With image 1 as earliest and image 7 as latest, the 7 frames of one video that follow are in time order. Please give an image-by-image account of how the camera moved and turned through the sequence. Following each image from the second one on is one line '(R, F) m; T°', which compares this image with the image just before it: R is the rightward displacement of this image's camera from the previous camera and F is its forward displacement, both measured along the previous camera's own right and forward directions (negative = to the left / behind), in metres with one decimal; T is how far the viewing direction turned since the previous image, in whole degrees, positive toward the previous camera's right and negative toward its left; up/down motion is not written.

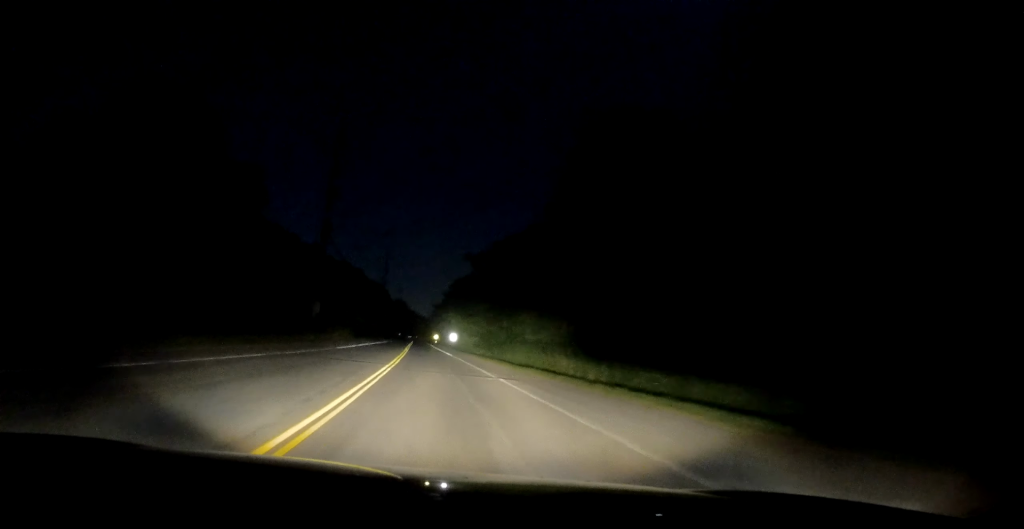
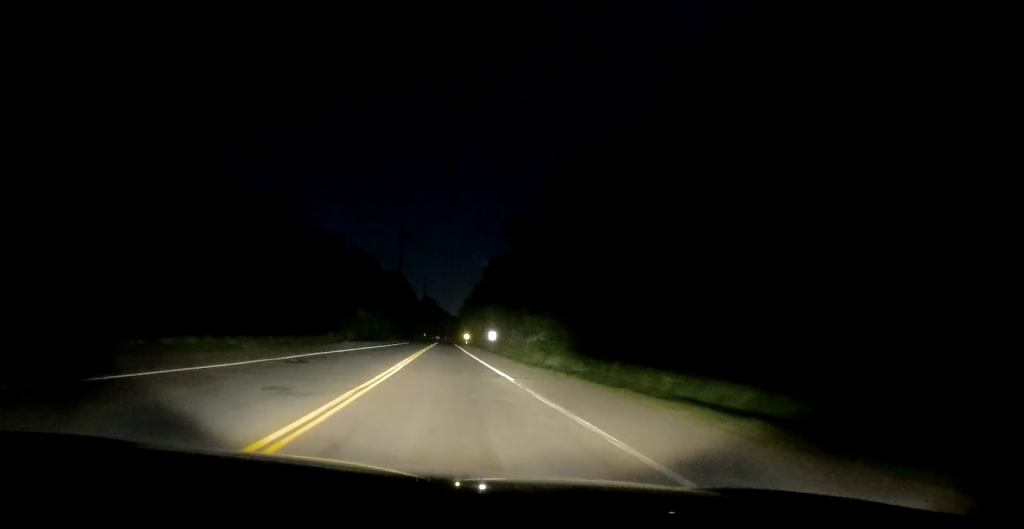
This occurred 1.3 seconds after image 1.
(-0.3, +31.3) m; -3°
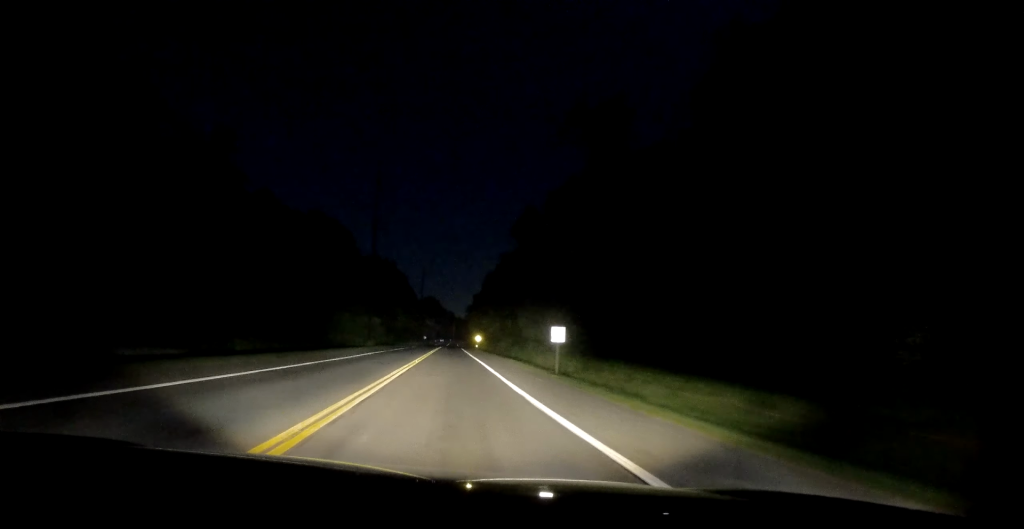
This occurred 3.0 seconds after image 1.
(-1.0, +40.5) m; -1°
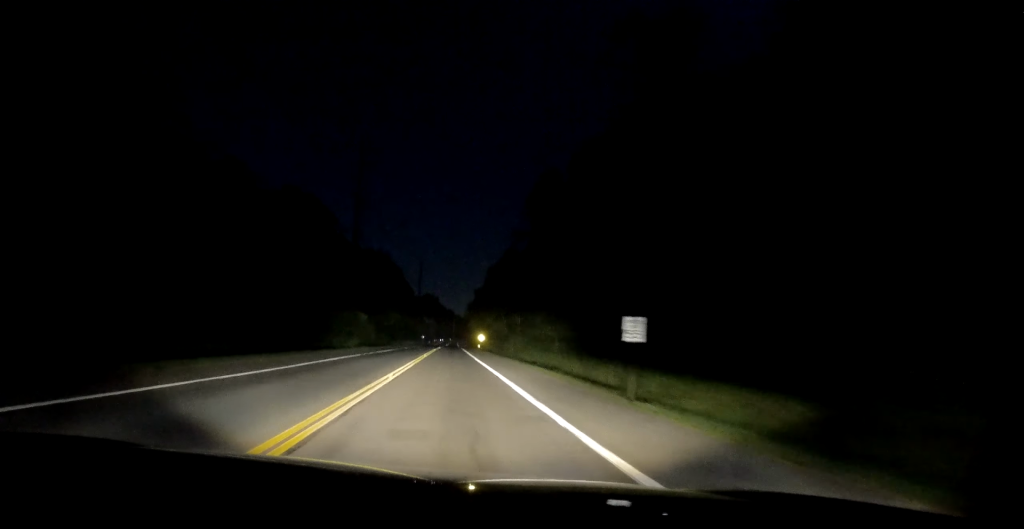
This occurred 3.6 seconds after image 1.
(+0.2, +12.9) m; +1°
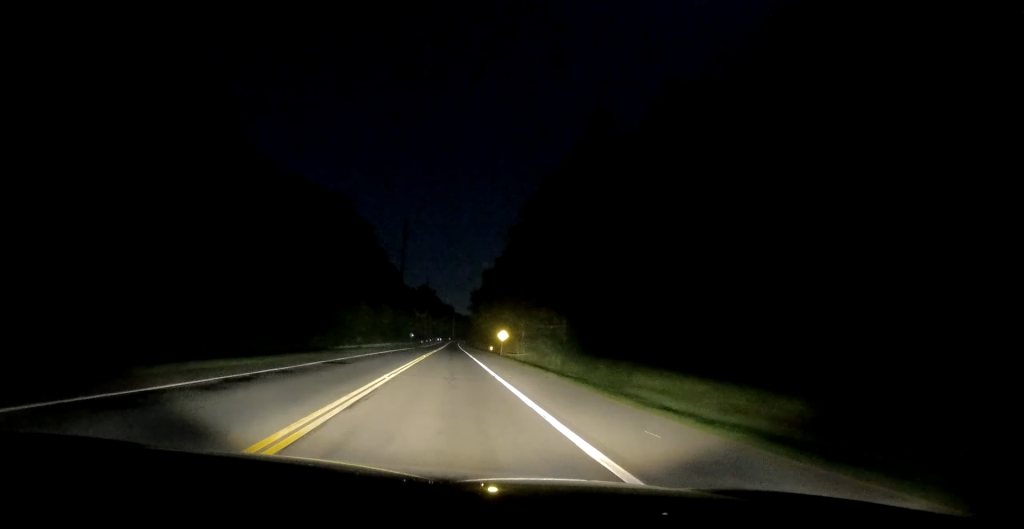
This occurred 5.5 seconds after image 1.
(+0.1, +48.1) m; -1°
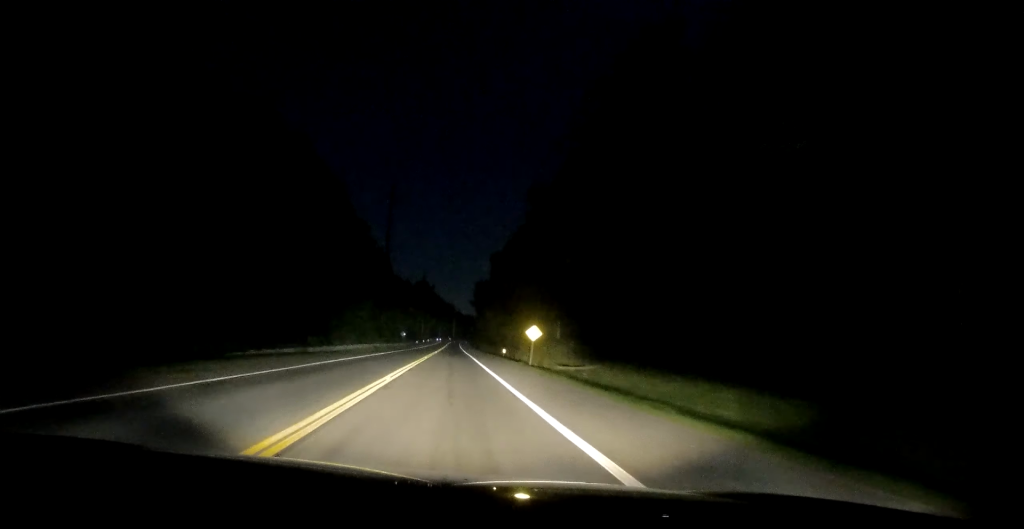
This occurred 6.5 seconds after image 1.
(-0.3, +23.7) m; -1°
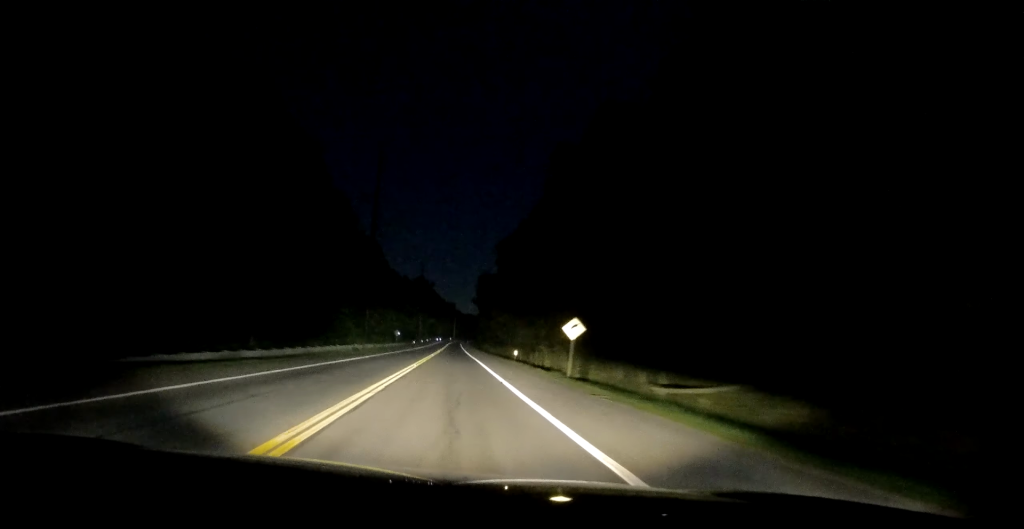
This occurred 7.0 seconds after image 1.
(-0.1, +13.2) m; 0°
